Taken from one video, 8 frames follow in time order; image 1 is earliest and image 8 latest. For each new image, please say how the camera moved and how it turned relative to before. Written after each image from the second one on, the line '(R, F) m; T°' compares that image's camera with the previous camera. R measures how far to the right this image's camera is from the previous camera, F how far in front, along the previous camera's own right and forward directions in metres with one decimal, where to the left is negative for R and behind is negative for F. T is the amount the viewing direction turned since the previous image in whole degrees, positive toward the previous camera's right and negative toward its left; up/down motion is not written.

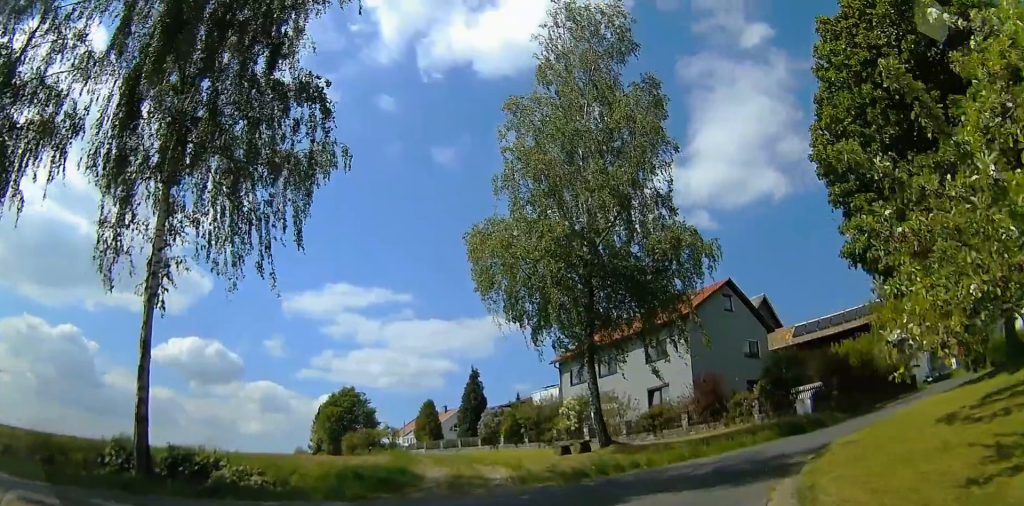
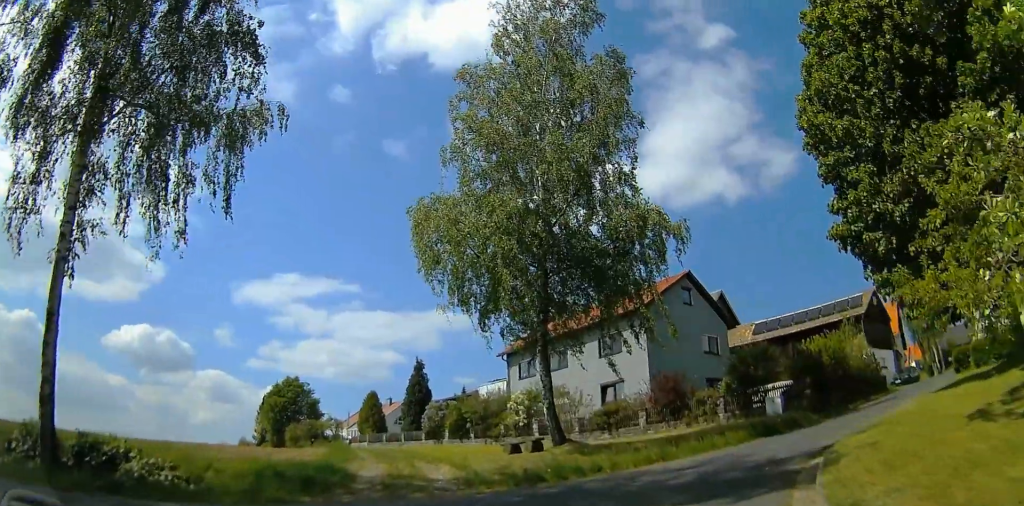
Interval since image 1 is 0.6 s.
(+0.1, +2.8) m; +10°
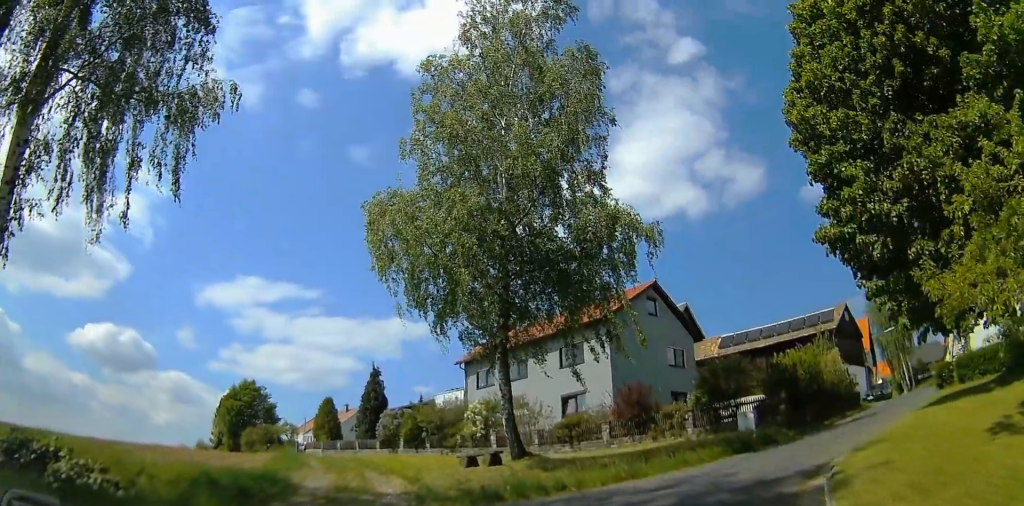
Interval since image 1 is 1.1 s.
(+0.1, +1.9) m; +5°
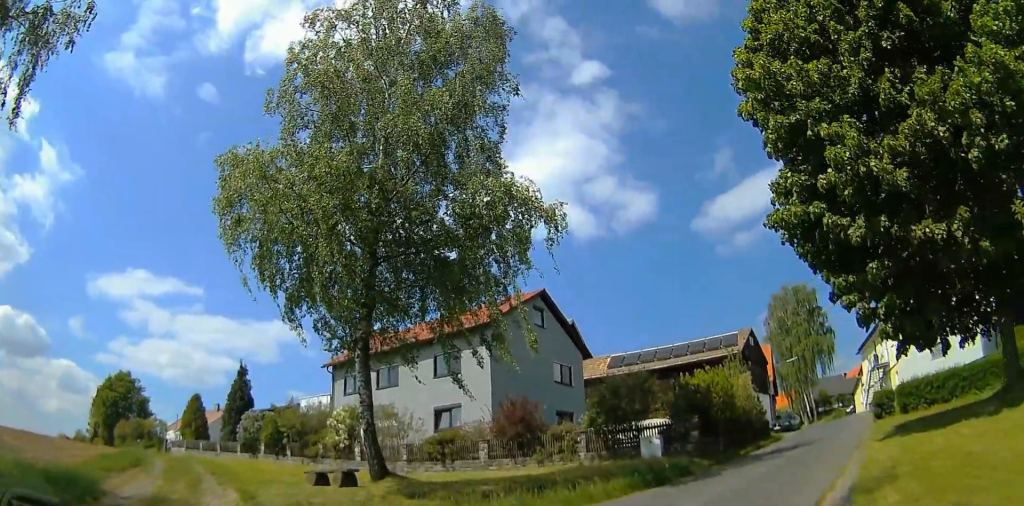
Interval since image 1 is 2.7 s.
(0.0, +4.5) m; +10°
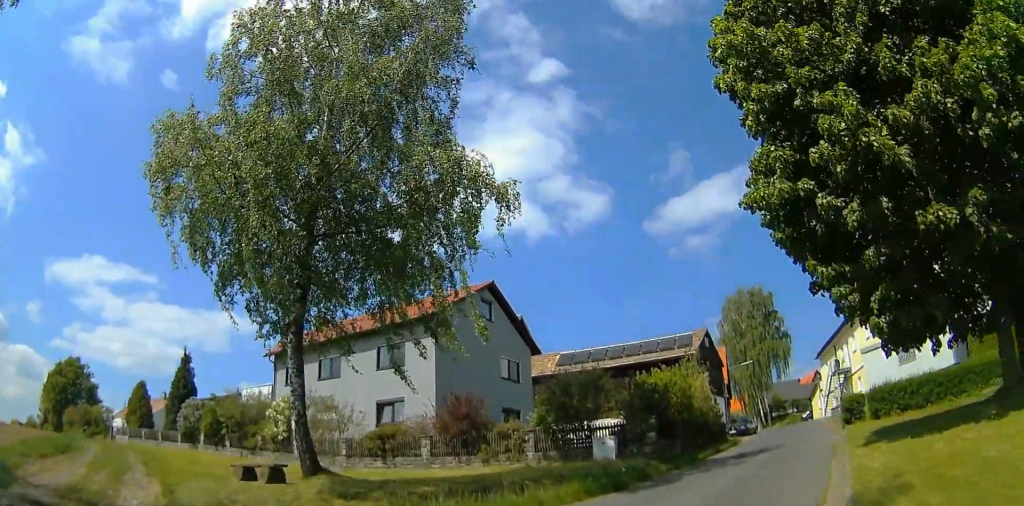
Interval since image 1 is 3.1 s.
(+0.1, +1.3) m; +10°
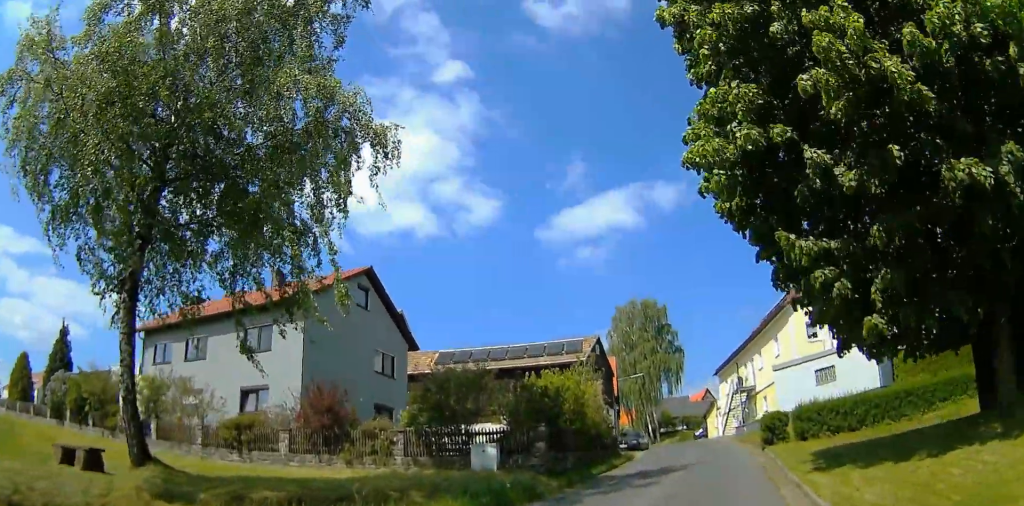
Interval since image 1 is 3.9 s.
(+0.9, +2.6) m; +22°
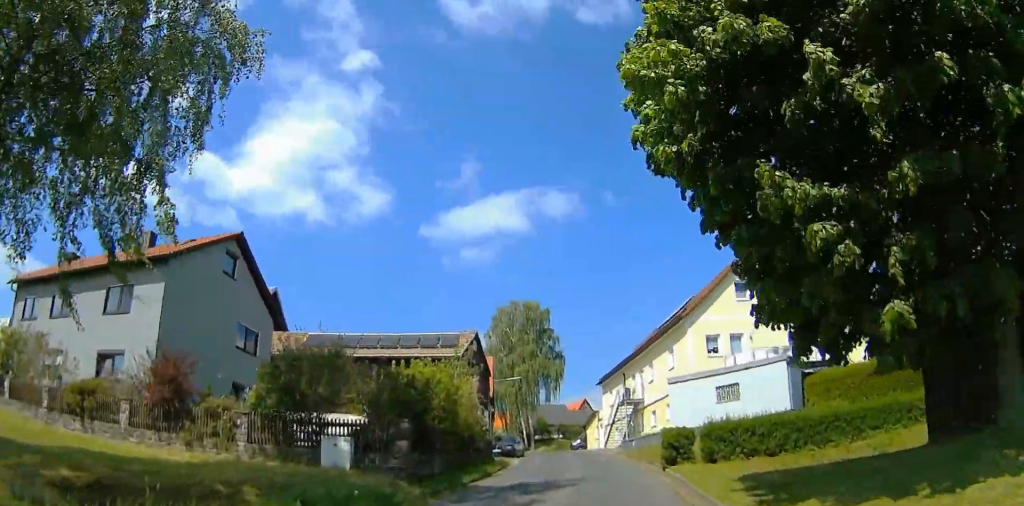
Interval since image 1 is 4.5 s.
(+0.1, +2.2) m; +10°
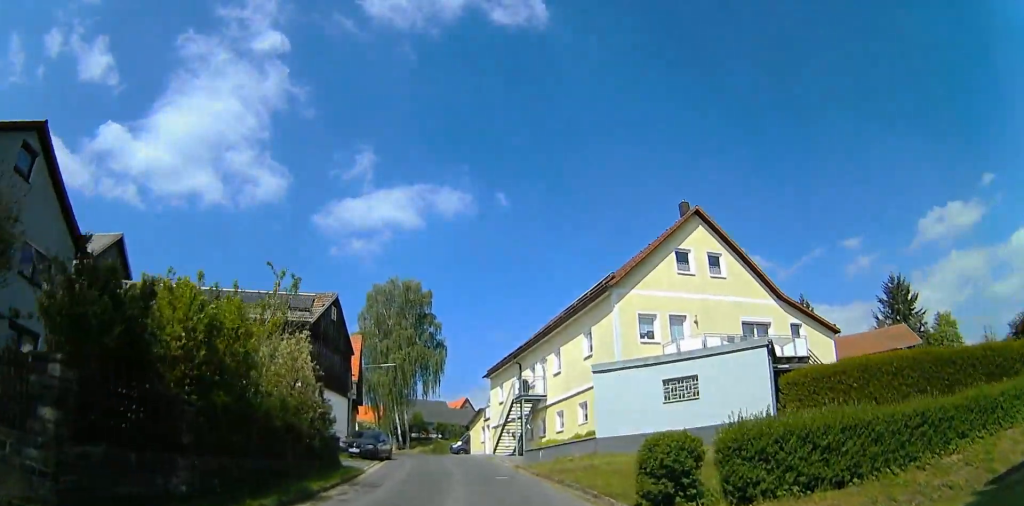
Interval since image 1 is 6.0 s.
(+1.2, +7.1) m; 0°
